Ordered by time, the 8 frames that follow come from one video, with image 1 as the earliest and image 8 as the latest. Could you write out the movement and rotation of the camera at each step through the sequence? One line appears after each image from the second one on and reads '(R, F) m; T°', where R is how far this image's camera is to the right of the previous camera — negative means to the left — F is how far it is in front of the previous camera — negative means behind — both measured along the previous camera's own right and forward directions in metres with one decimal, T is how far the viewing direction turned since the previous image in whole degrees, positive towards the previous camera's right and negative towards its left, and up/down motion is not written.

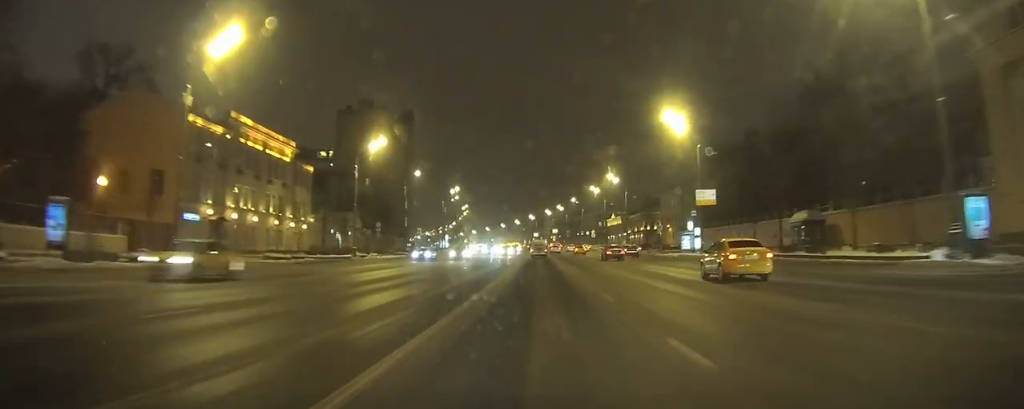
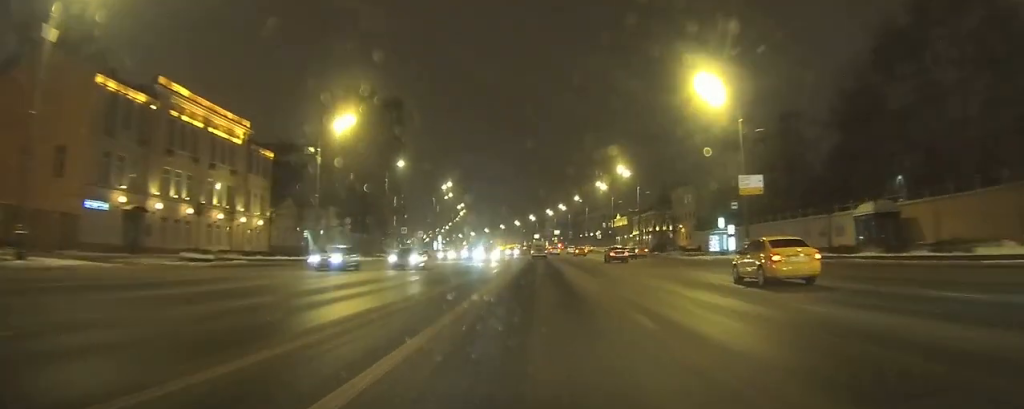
(+0.1, +11.5) m; 0°
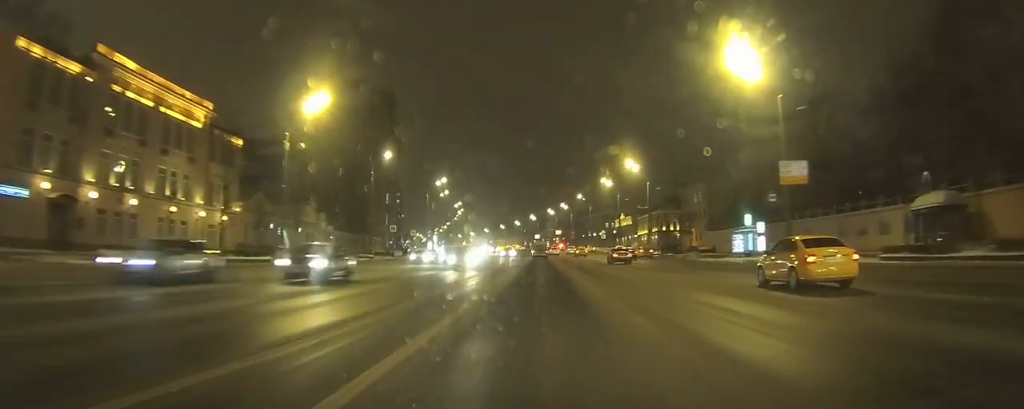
(+0.1, +7.6) m; 0°
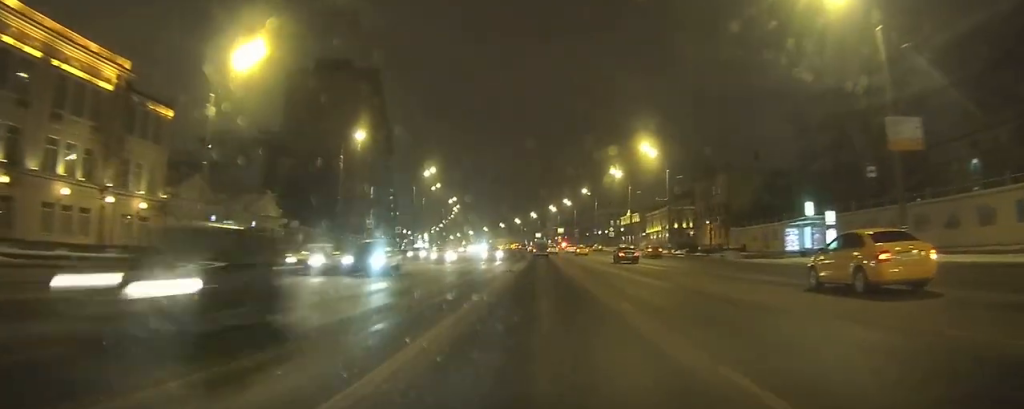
(-0.1, +12.9) m; 0°
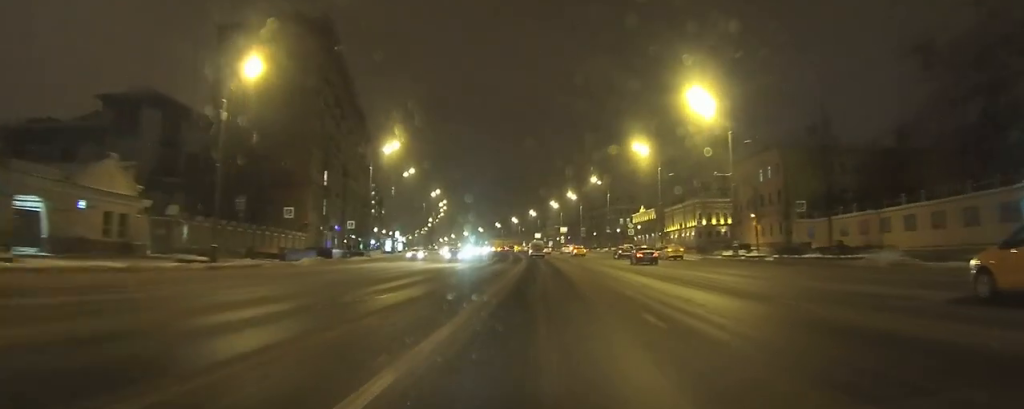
(+0.2, +27.8) m; 0°
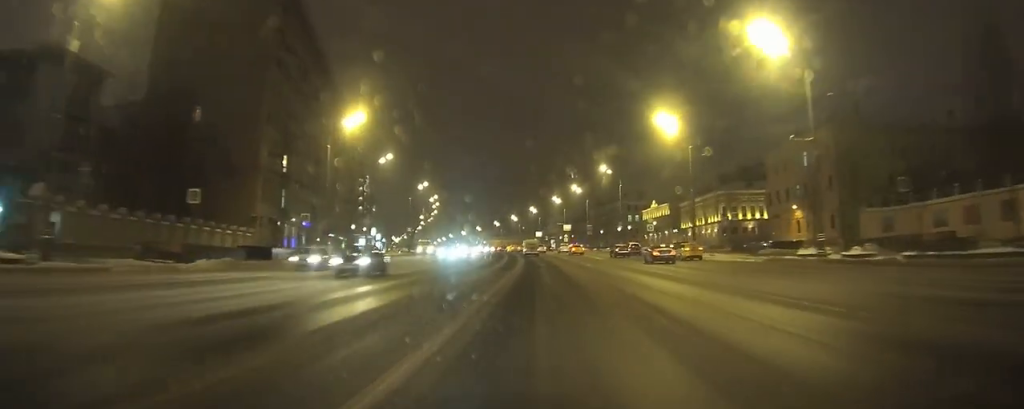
(-0.1, +18.4) m; -1°
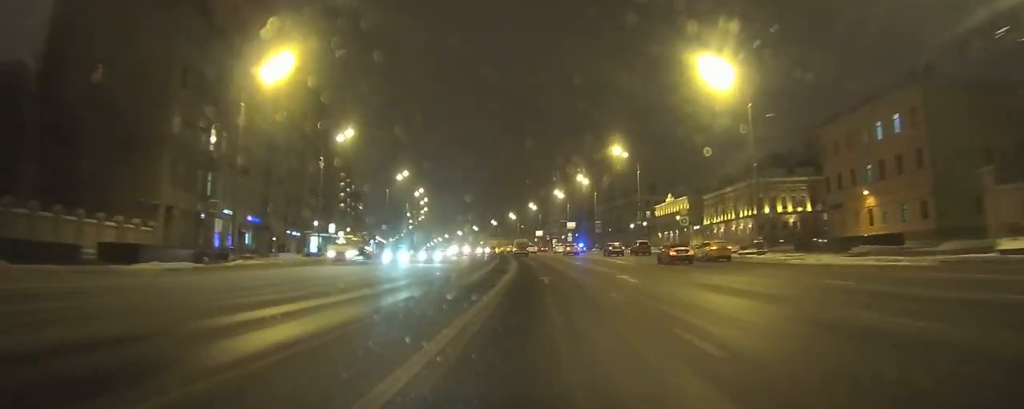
(-0.1, +23.4) m; -1°
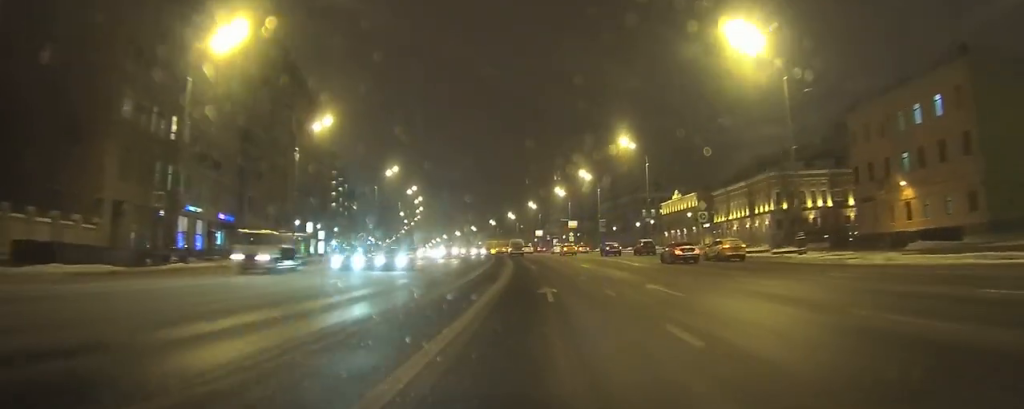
(0.0, +9.2) m; 0°
